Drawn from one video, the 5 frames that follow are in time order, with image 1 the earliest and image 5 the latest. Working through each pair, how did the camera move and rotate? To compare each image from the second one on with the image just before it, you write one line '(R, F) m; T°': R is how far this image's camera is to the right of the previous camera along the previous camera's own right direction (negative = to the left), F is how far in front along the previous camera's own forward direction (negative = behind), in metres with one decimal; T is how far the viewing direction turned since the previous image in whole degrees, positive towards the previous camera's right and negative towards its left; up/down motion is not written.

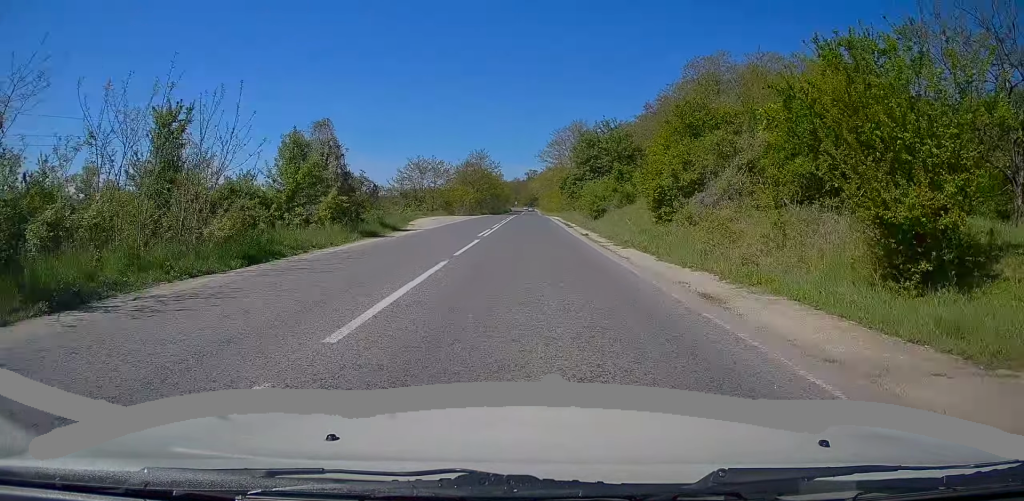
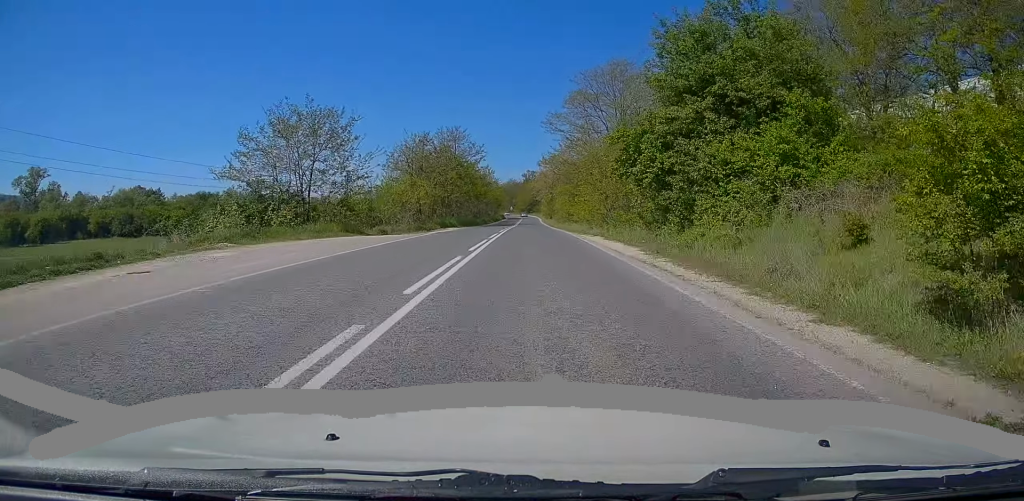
(+0.5, +43.2) m; +1°
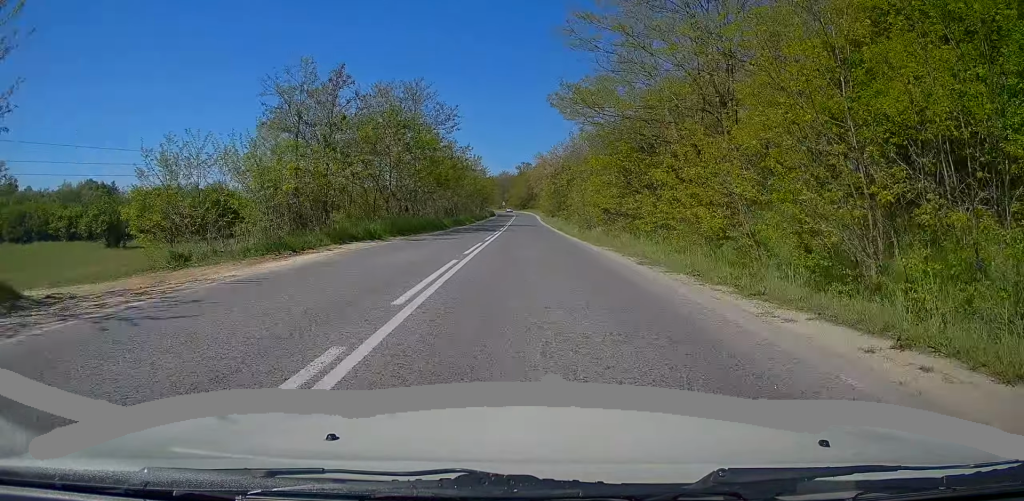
(-0.3, +27.7) m; 0°
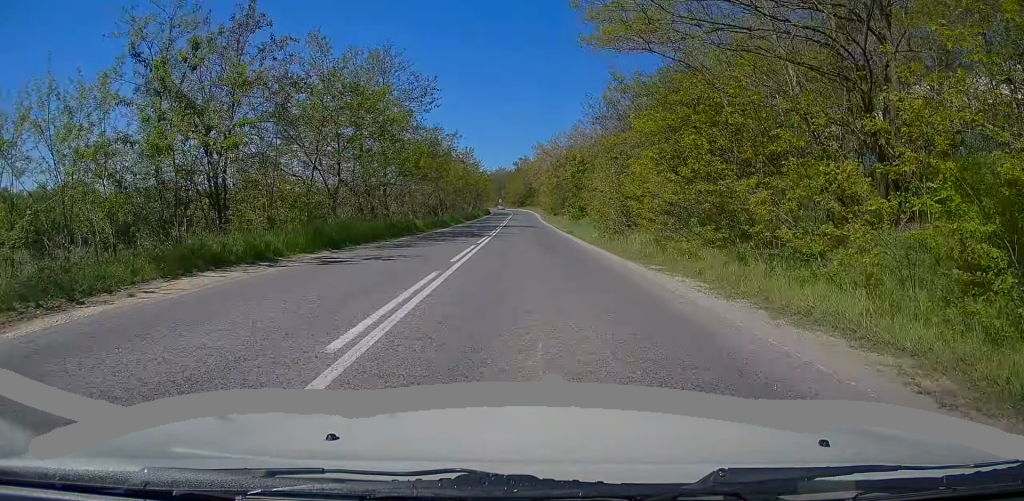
(0.0, +11.5) m; 0°
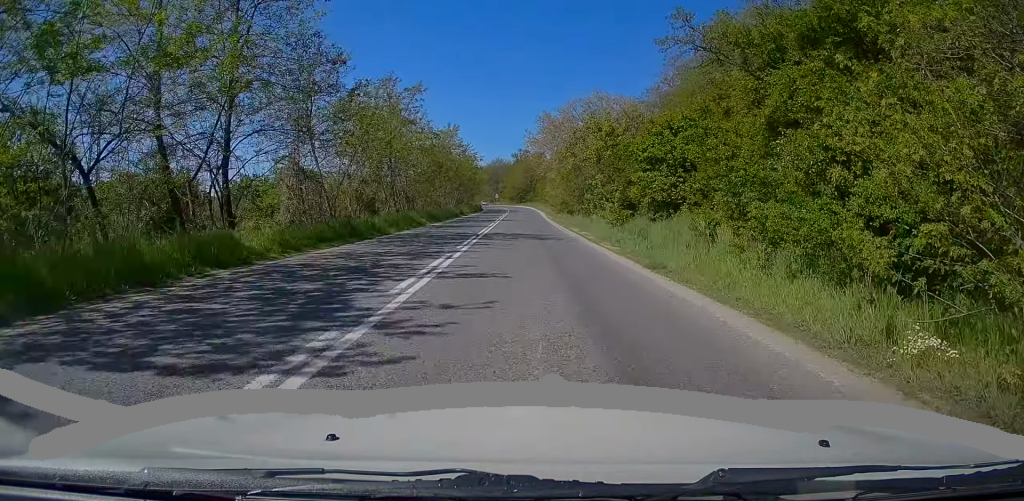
(+0.3, +23.8) m; 0°
